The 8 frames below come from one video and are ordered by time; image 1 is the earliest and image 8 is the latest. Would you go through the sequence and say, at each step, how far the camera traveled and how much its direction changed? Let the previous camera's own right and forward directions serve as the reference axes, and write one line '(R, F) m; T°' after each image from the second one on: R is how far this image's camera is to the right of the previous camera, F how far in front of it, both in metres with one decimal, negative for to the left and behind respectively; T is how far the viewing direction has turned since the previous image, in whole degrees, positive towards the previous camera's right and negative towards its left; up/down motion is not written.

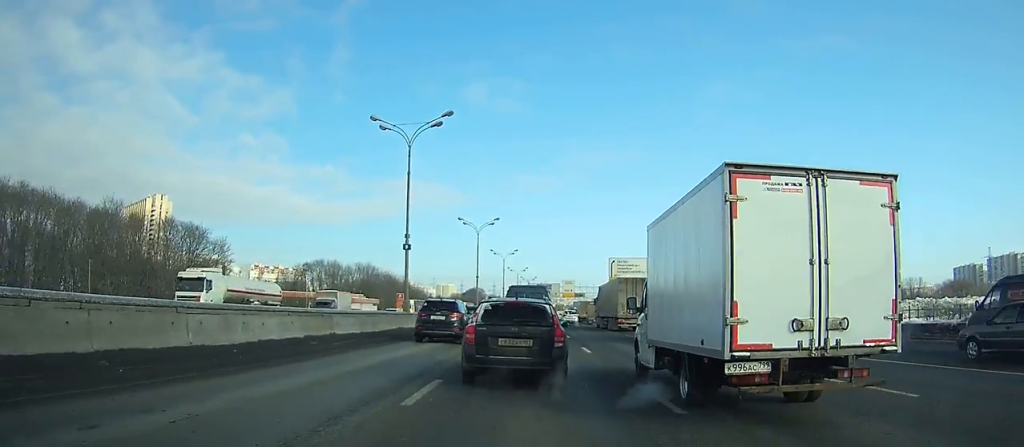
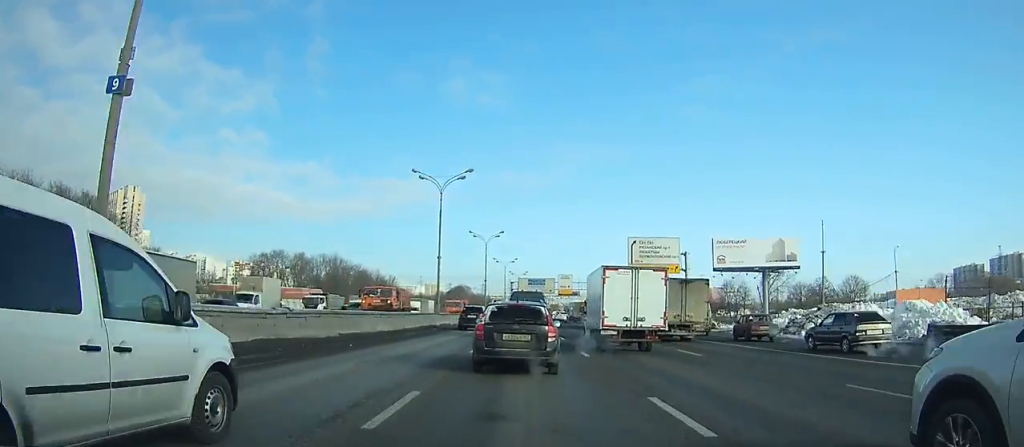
(+0.5, +26.7) m; +1°
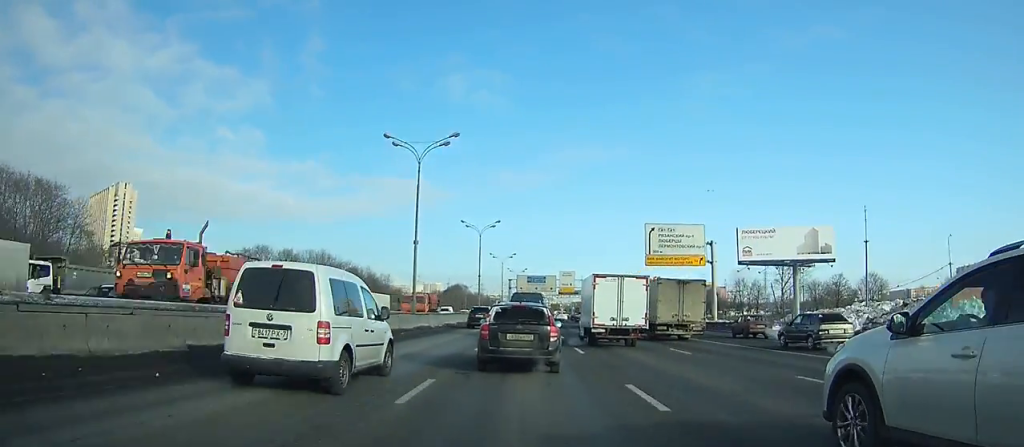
(0.0, +10.2) m; 0°
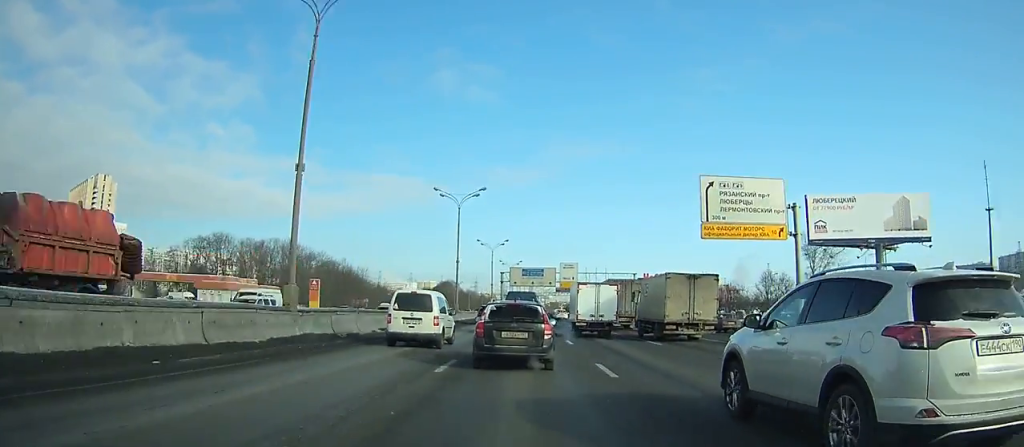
(0.0, +19.1) m; 0°
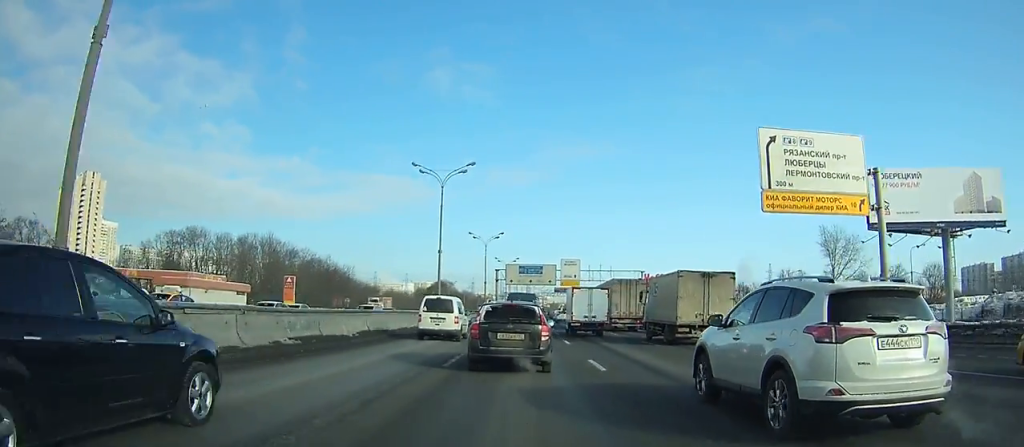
(0.0, +9.8) m; 0°
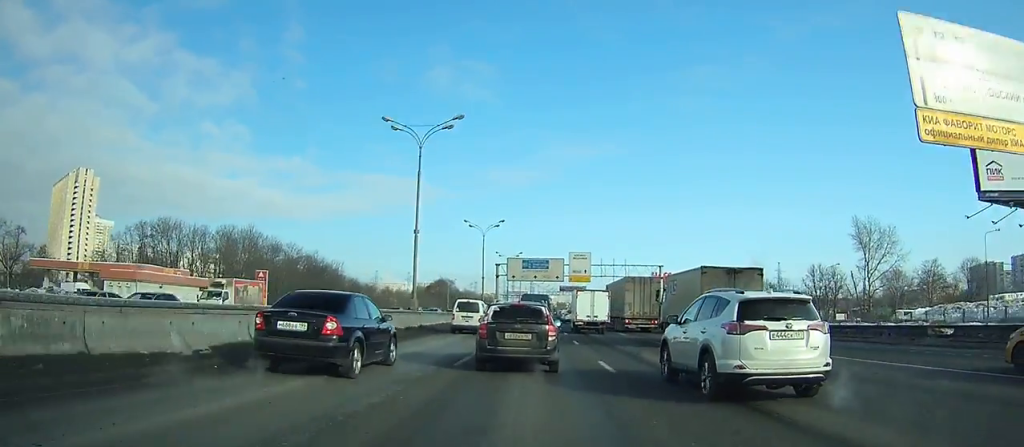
(0.0, +11.7) m; 0°
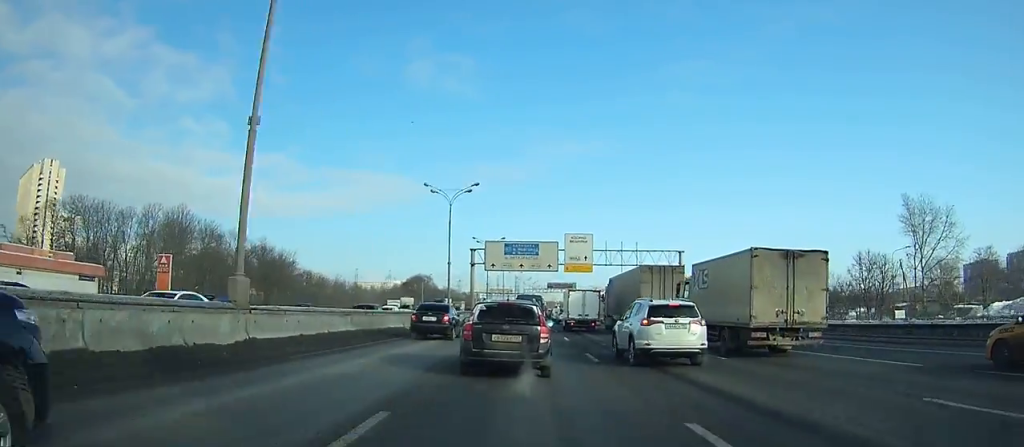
(+0.1, +20.7) m; +1°
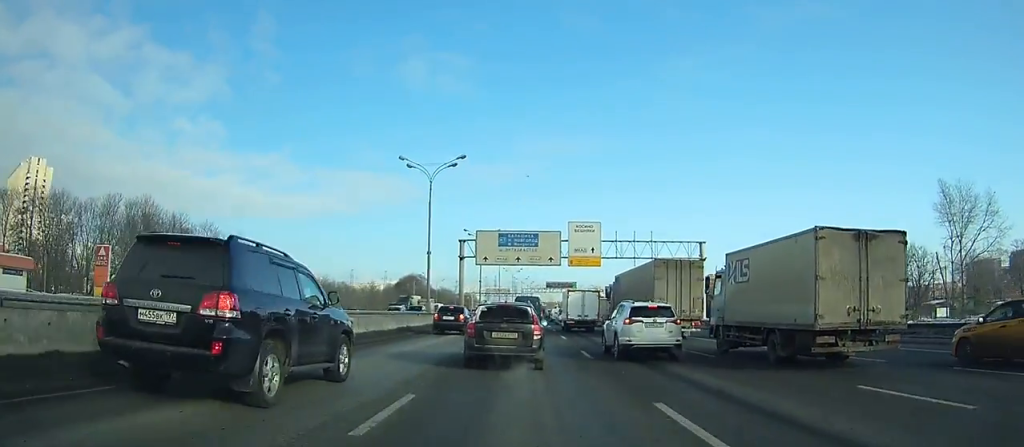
(+0.1, +10.8) m; 0°
